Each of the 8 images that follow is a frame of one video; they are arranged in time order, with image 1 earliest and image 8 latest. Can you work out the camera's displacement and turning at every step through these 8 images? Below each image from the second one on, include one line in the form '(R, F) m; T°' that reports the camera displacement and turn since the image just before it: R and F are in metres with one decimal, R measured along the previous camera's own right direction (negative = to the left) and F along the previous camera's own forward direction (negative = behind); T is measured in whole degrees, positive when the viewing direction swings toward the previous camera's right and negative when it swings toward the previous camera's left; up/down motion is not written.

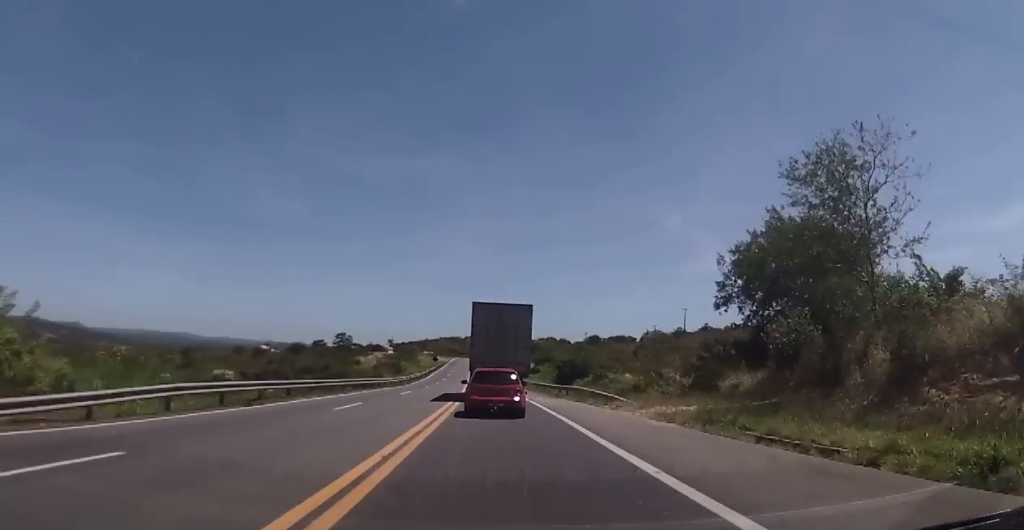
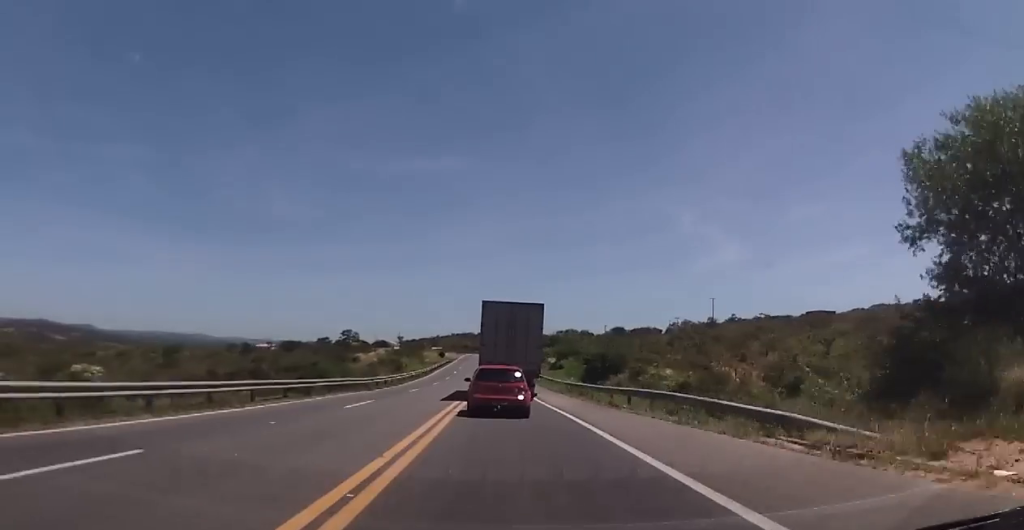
(-0.4, +18.0) m; -2°
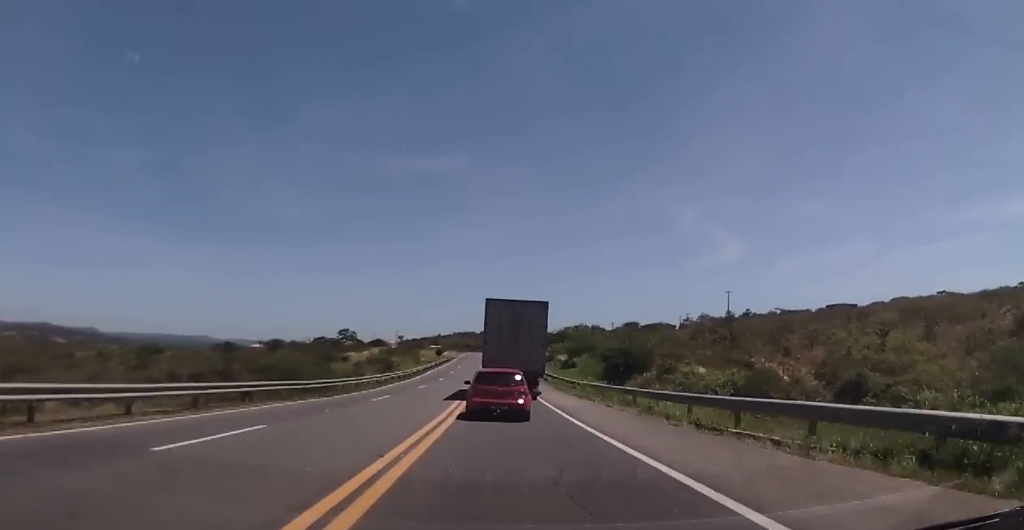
(0.0, +13.3) m; -2°
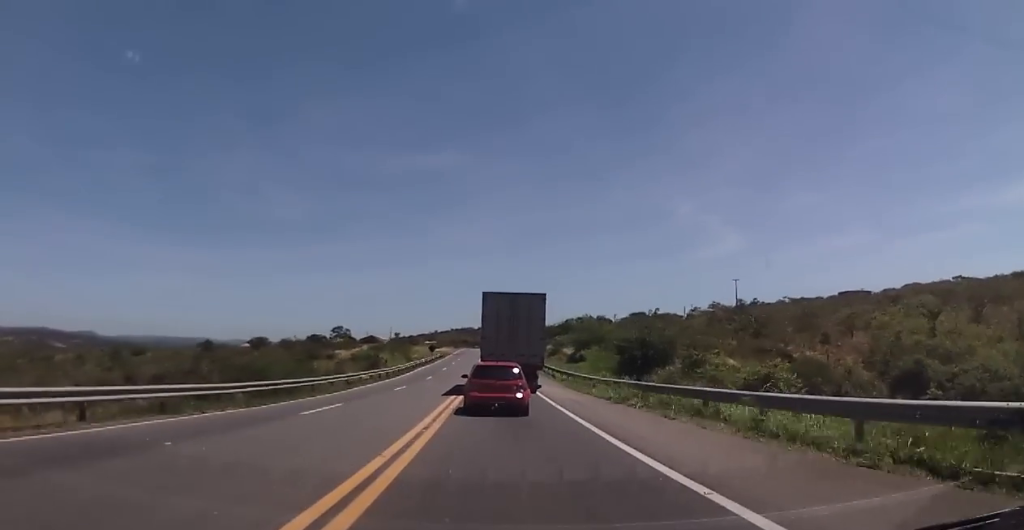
(-0.2, +10.1) m; -1°
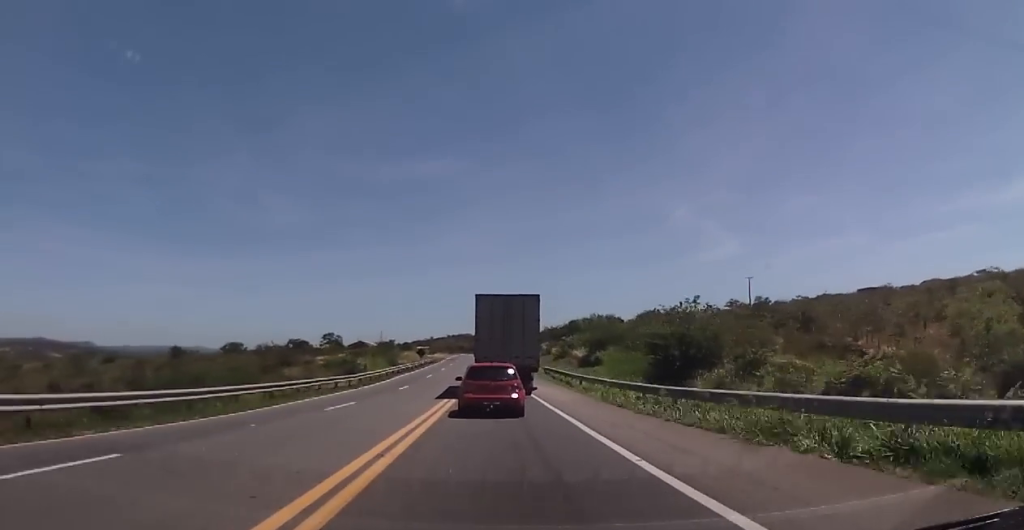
(-0.4, +13.9) m; -1°
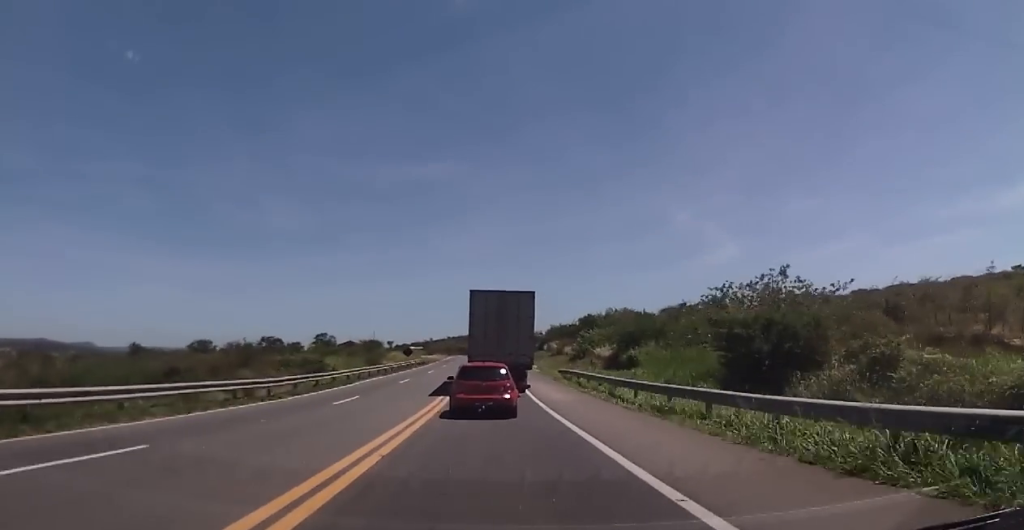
(+0.1, +16.2) m; 0°
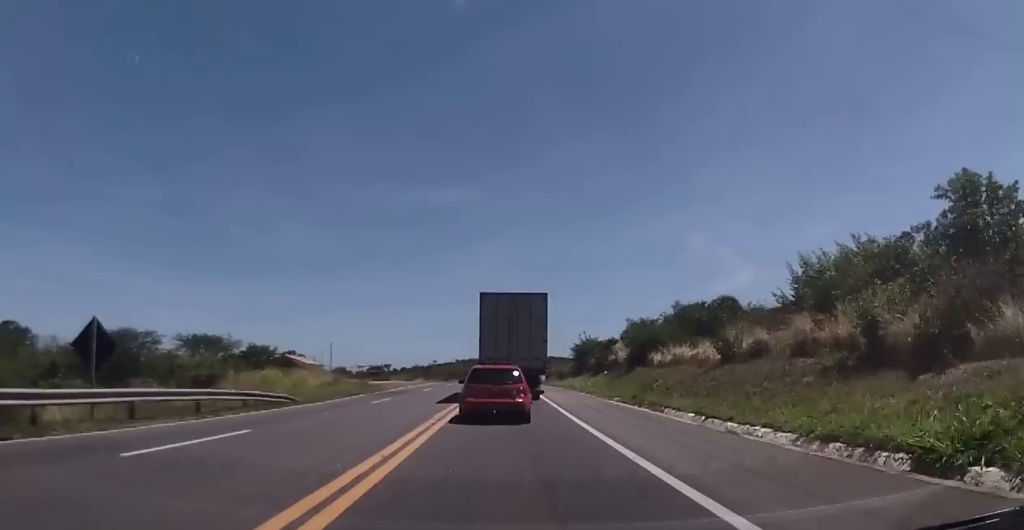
(-0.2, +69.9) m; 0°
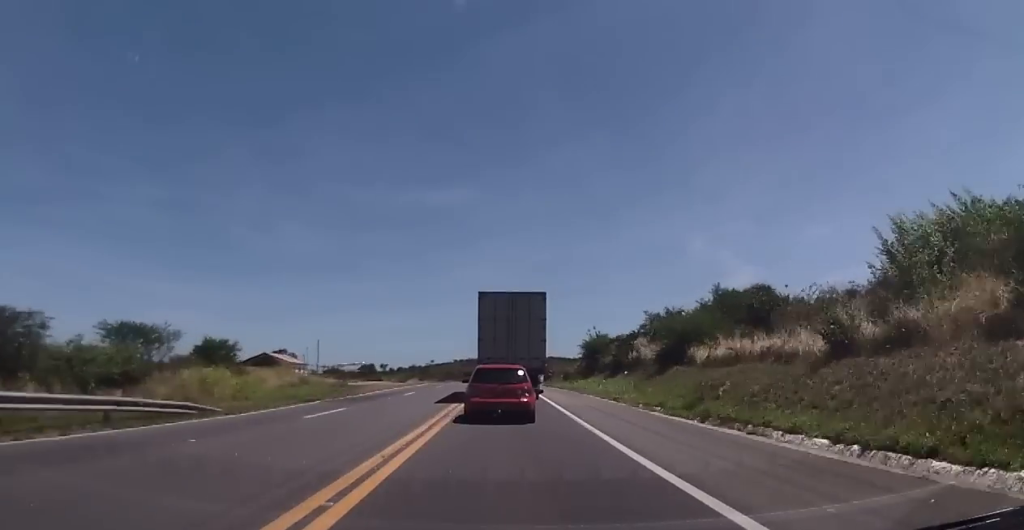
(-0.1, +9.5) m; 0°
